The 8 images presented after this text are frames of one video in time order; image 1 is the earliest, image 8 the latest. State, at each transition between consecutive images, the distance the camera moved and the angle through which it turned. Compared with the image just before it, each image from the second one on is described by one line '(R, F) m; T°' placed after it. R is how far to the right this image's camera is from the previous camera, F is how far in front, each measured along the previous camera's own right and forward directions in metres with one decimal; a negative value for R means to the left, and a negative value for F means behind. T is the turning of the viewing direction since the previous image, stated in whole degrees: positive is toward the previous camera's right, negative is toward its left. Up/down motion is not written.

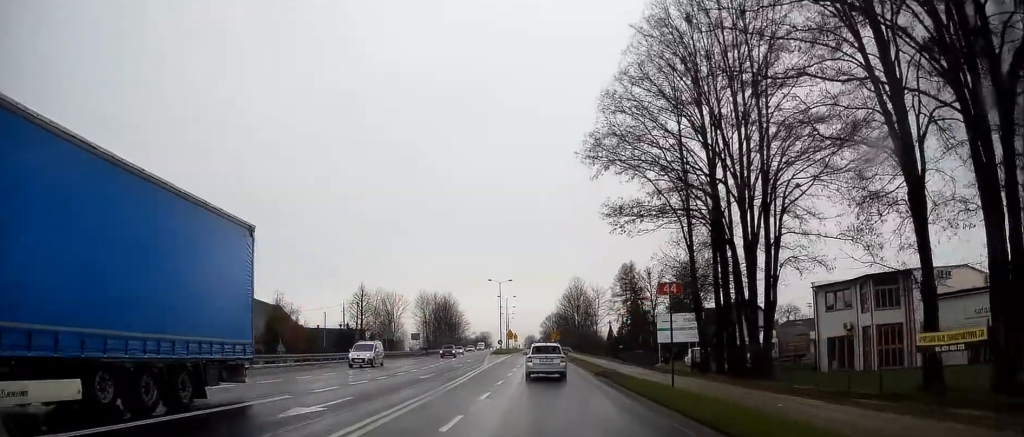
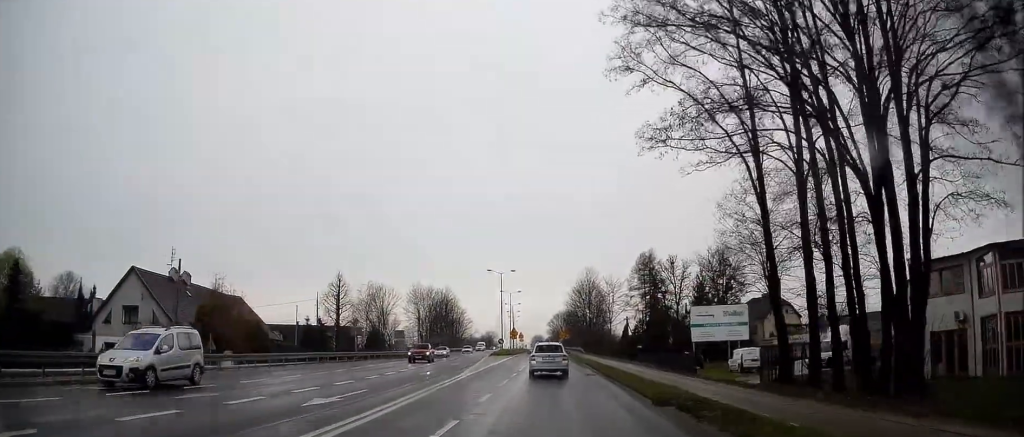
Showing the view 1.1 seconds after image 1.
(0.0, +12.4) m; -1°
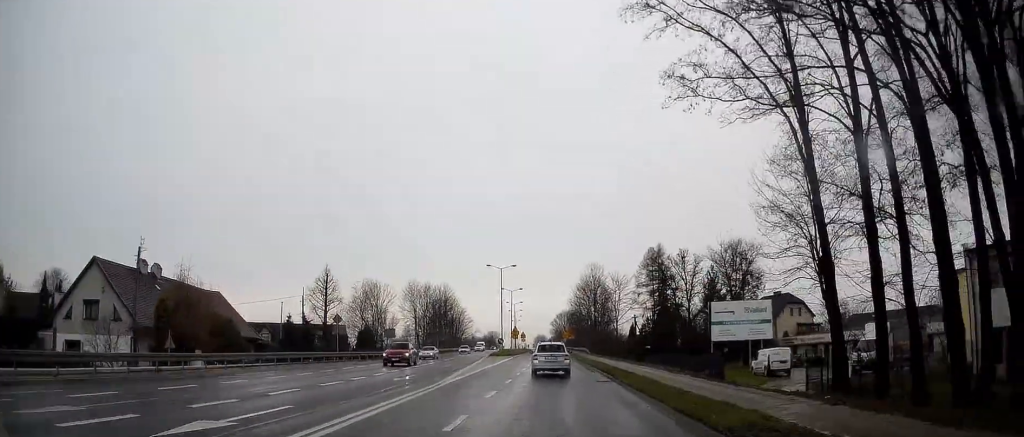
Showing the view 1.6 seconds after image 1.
(+0.1, +5.0) m; -1°
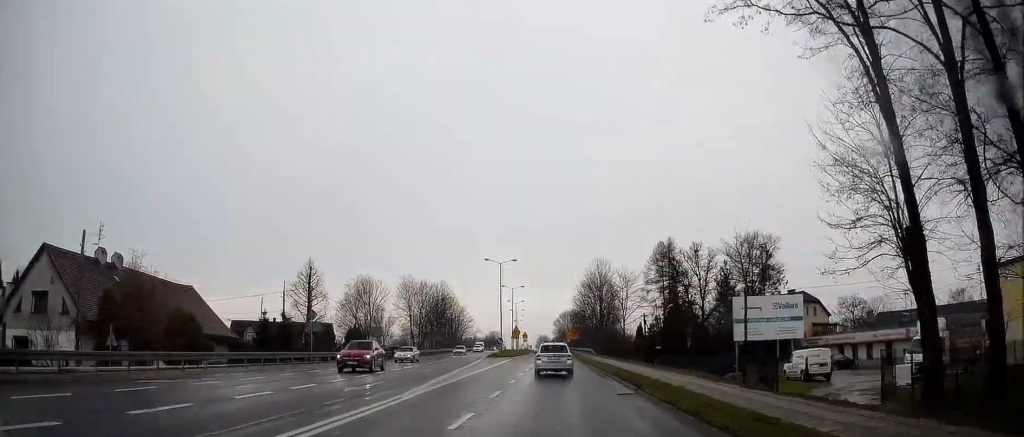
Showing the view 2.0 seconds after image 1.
(-0.1, +5.9) m; 0°
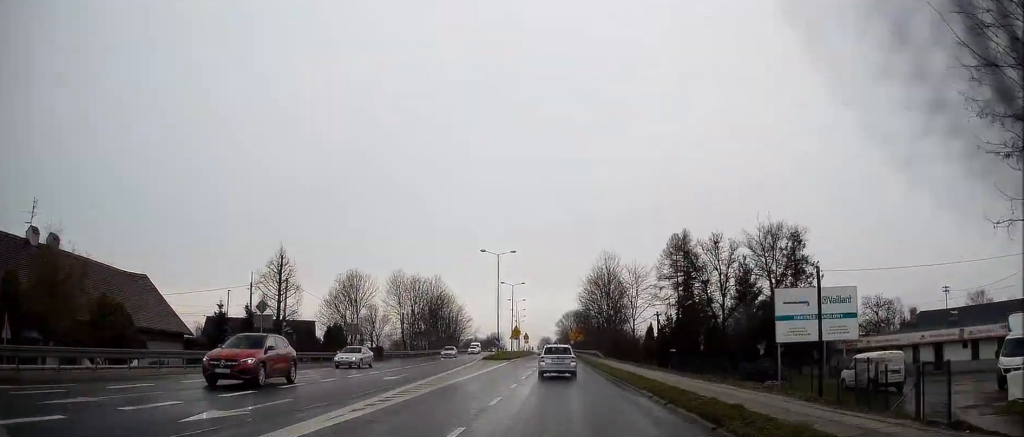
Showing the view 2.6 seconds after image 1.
(-0.1, +7.7) m; 0°
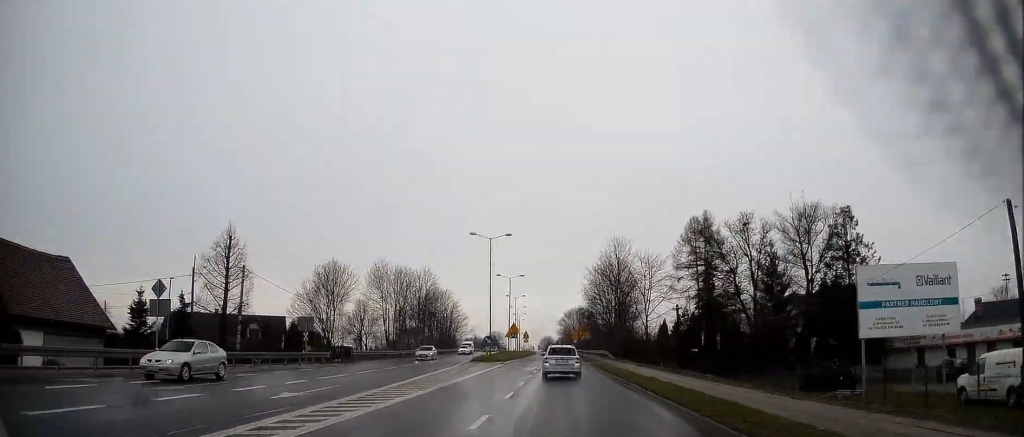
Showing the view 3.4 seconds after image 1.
(+0.1, +10.0) m; +1°
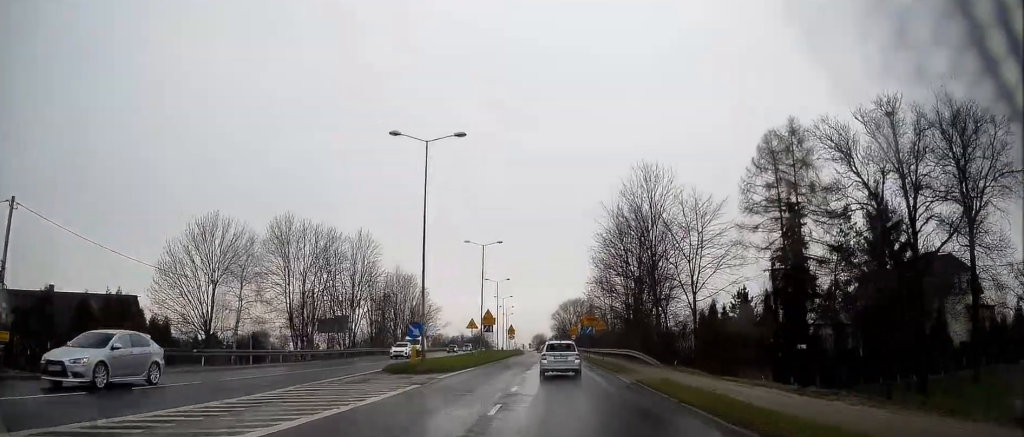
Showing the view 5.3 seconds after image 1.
(-0.2, +27.2) m; -1°
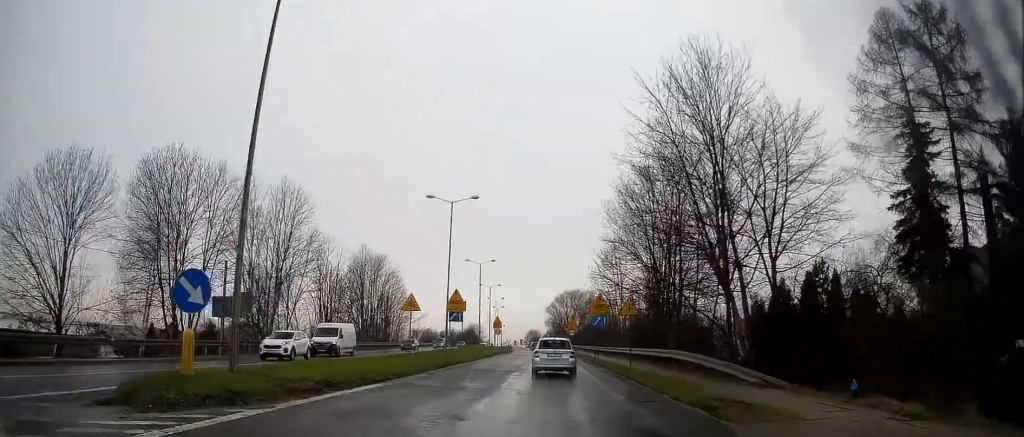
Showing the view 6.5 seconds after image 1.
(+0.2, +17.9) m; +2°
